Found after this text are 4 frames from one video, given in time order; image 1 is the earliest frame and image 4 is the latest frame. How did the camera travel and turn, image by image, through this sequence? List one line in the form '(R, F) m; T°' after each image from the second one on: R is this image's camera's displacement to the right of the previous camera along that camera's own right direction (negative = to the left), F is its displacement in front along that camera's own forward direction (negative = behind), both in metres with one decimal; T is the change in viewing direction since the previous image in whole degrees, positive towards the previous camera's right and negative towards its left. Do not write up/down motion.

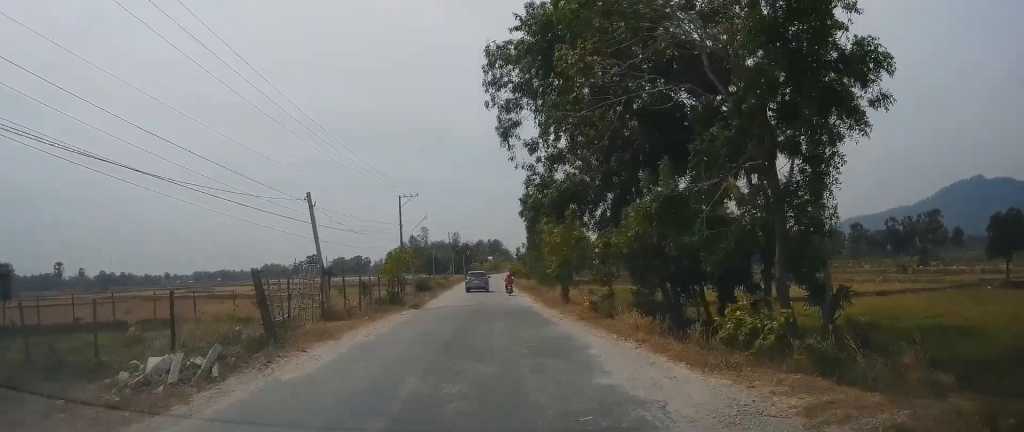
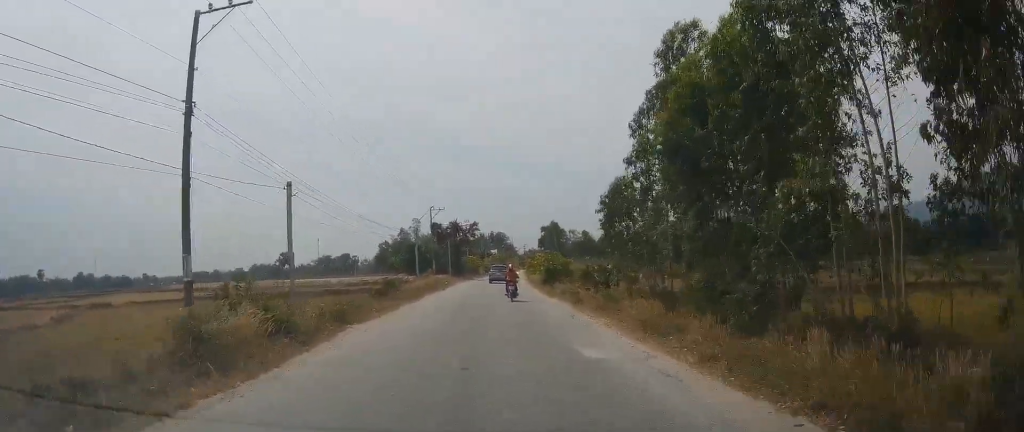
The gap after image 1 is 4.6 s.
(+0.3, +49.2) m; 0°
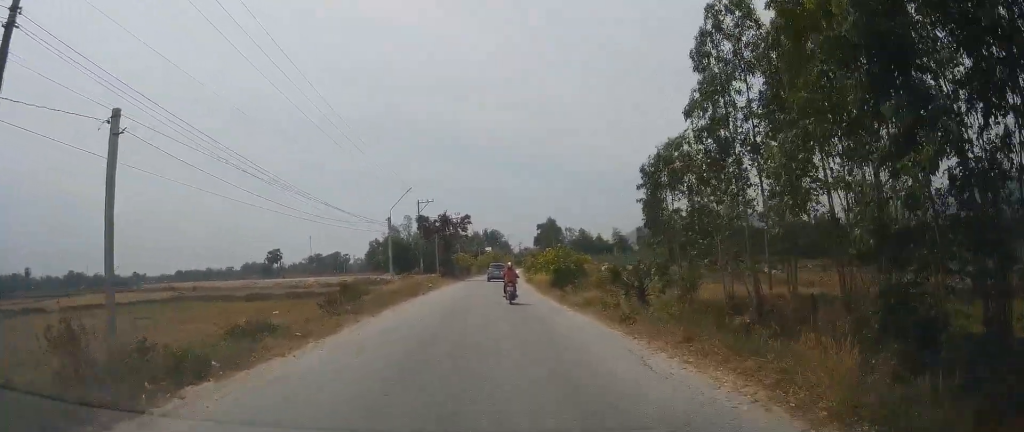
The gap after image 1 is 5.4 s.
(0.0, +9.2) m; 0°
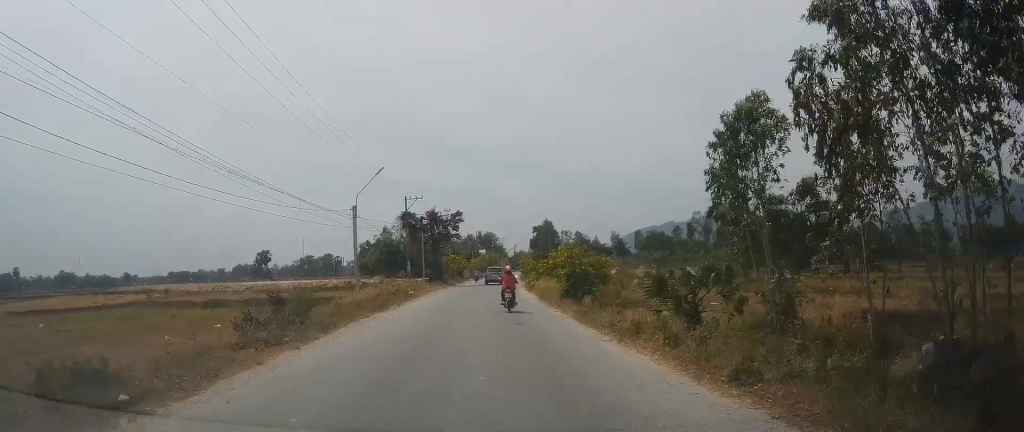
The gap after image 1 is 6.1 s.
(+0.1, +8.0) m; -2°
